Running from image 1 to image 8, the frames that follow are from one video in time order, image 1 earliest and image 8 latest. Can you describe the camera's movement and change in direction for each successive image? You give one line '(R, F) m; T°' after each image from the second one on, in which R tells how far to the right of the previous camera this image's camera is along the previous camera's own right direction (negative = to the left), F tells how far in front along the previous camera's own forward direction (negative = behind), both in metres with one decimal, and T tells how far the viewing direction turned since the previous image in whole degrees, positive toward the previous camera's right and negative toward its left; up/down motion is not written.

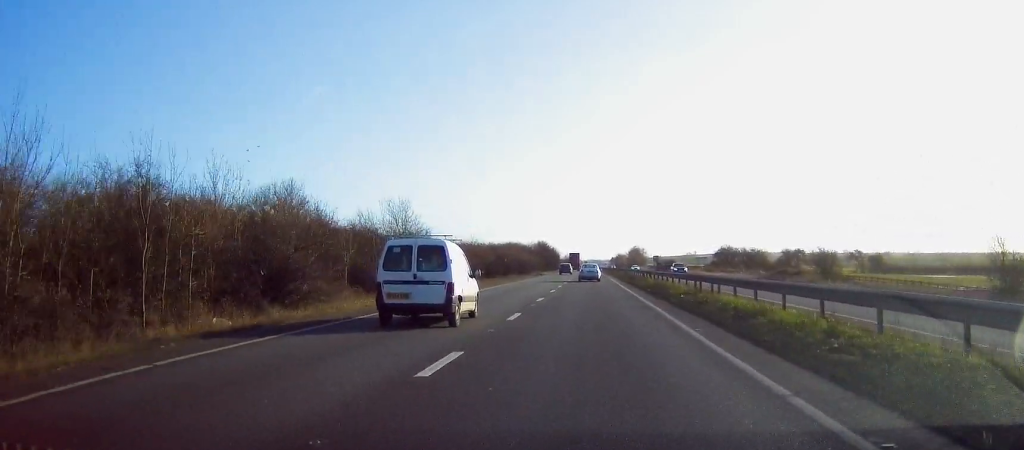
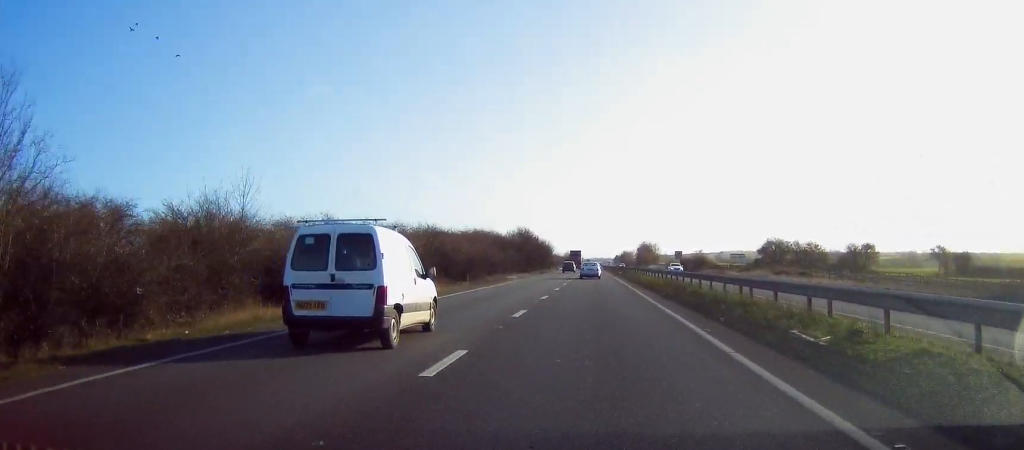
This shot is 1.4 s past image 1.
(-0.3, +44.4) m; 0°
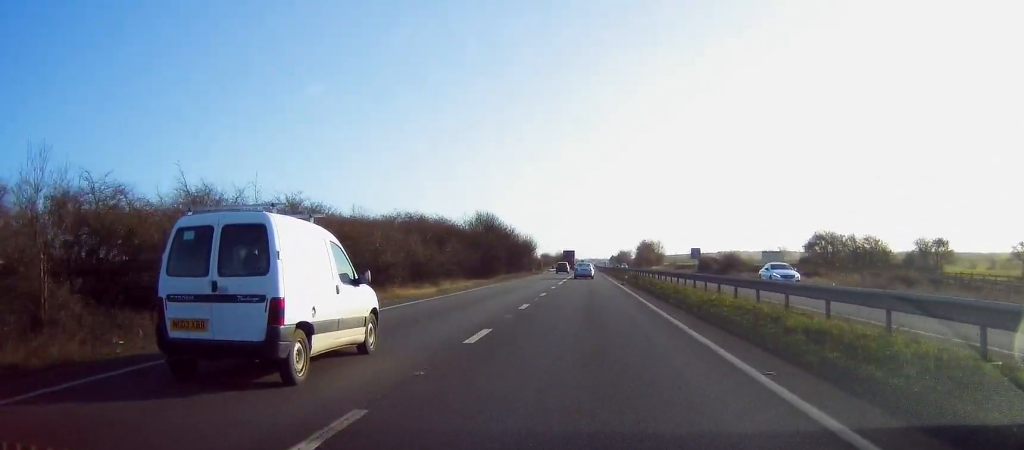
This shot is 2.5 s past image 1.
(+0.5, +32.1) m; +1°
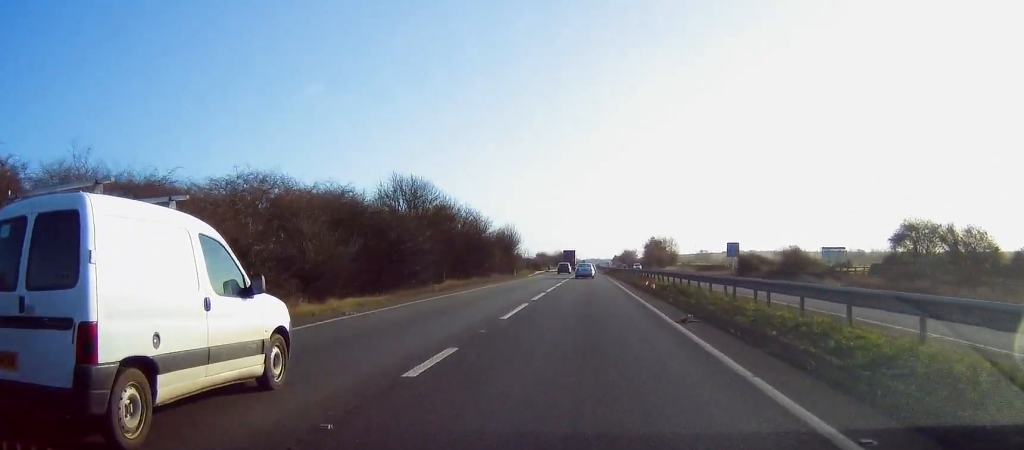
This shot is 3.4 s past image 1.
(0.0, +30.0) m; 0°
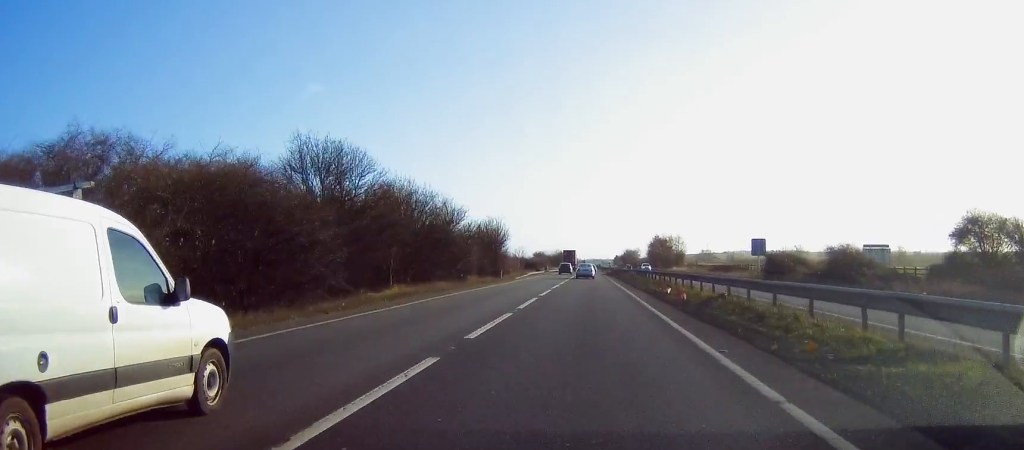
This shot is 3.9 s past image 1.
(0.0, +13.5) m; -1°
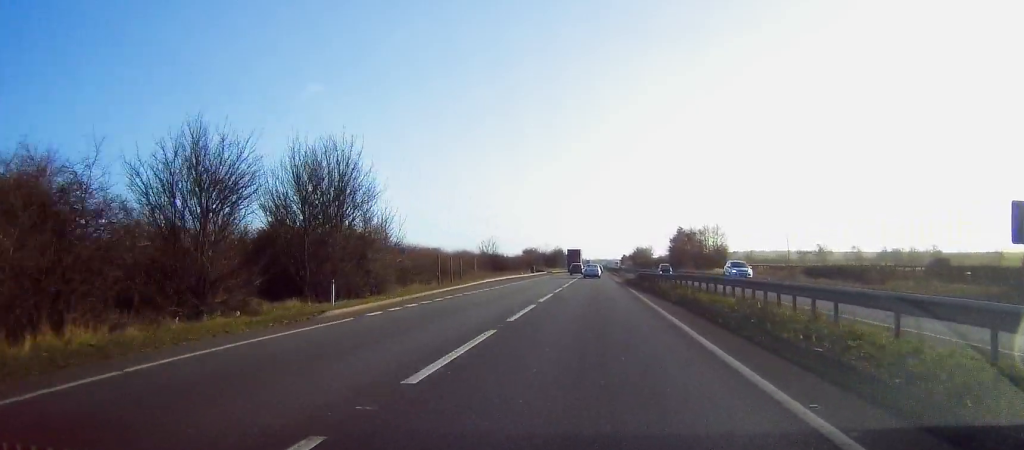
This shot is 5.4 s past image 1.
(-0.6, +49.0) m; 0°
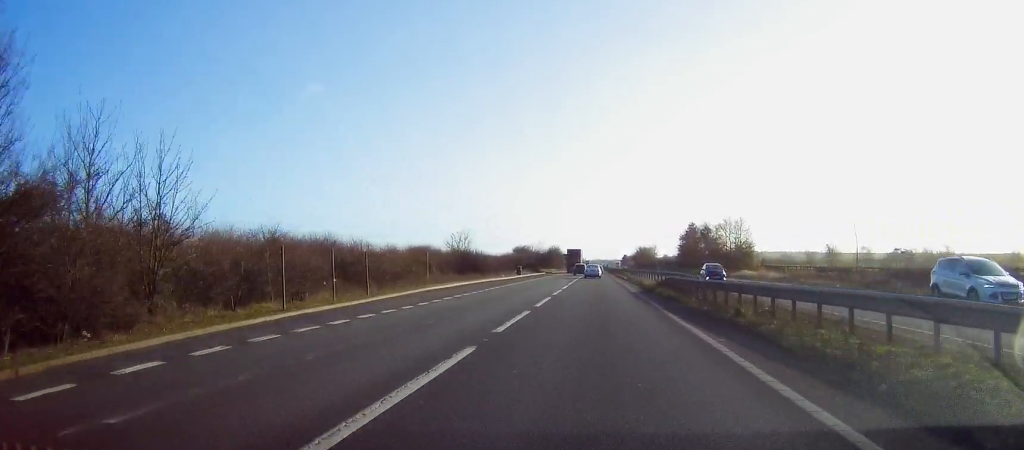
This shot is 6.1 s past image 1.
(+0.2, +21.0) m; +1°
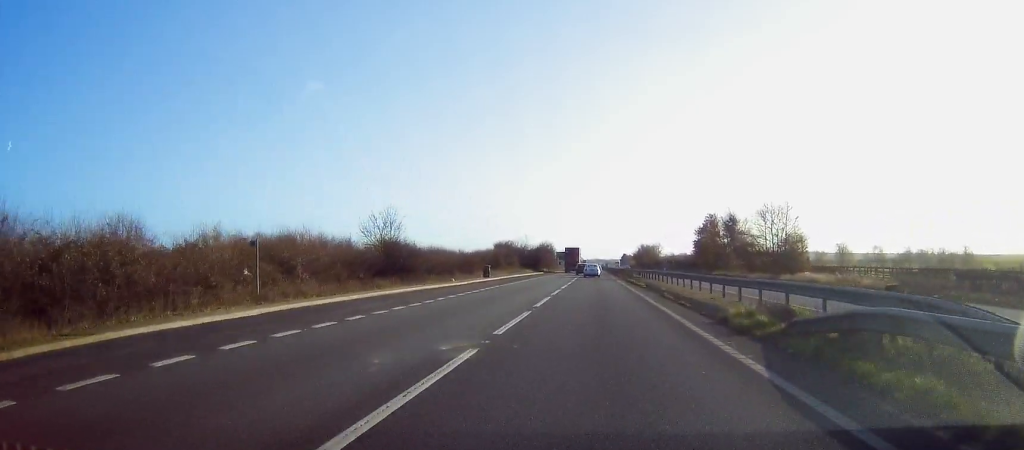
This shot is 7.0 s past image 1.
(+0.1, +27.2) m; -1°
